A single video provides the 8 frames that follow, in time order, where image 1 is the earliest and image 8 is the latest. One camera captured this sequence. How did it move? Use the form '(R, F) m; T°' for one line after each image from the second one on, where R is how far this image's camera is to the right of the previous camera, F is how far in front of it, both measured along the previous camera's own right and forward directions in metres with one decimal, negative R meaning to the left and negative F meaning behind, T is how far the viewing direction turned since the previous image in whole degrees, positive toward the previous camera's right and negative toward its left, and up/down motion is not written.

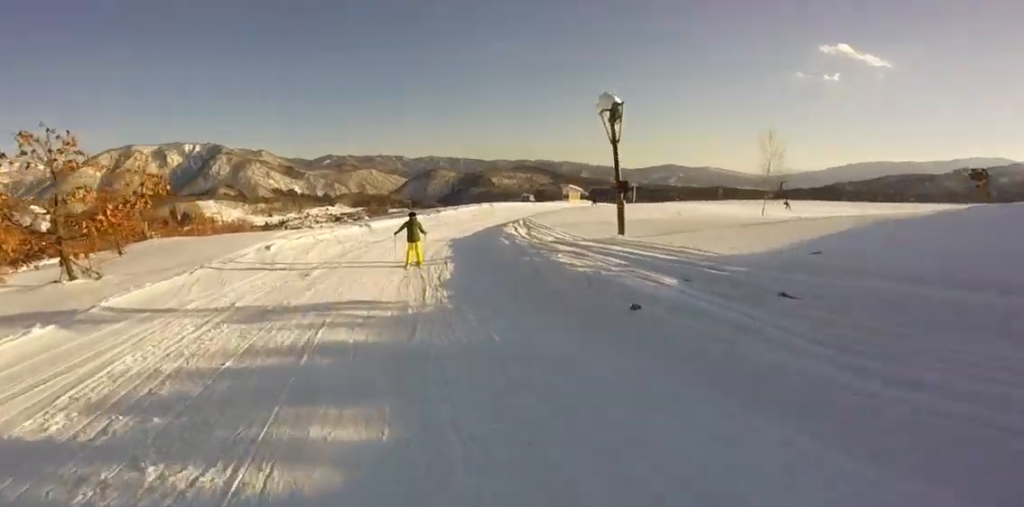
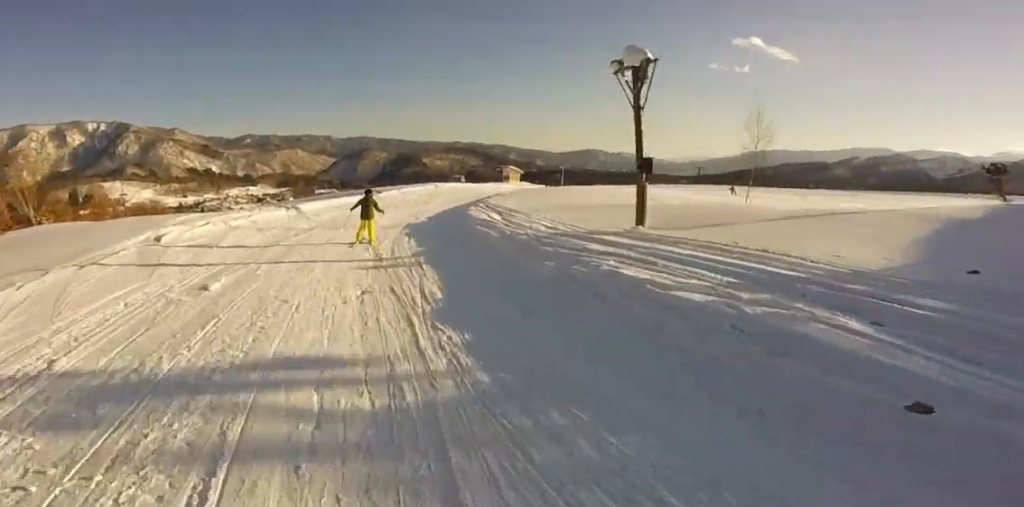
(-0.1, +4.0) m; +4°
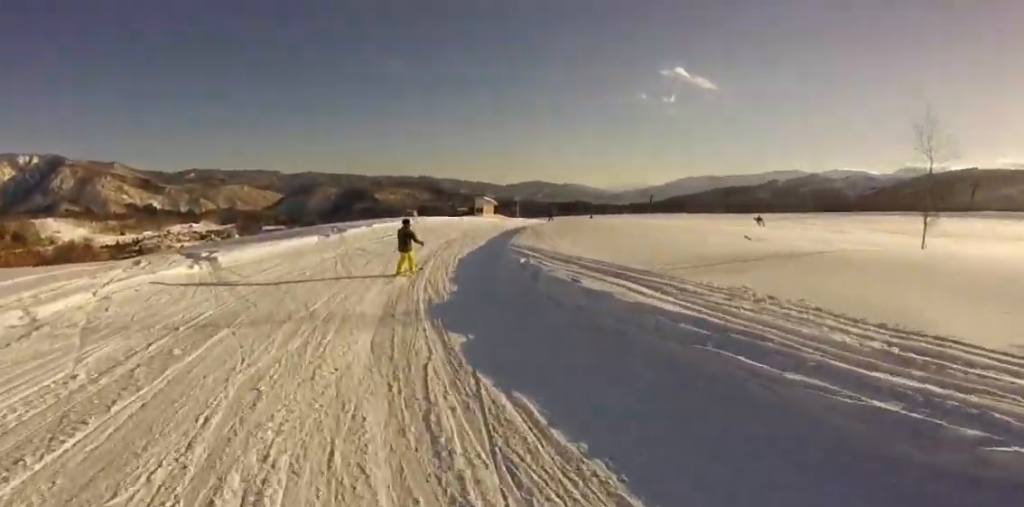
(+1.3, +8.8) m; +20°
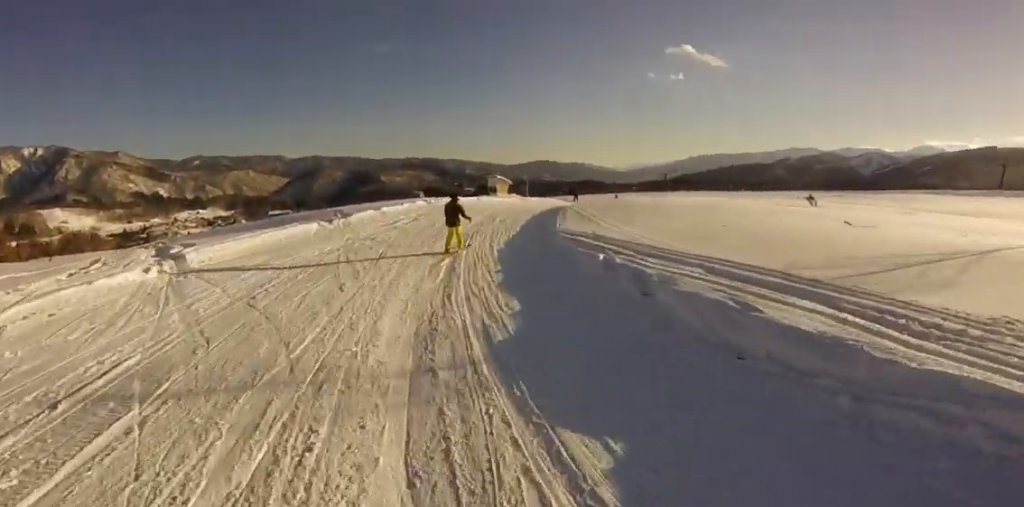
(+0.6, +3.0) m; 0°
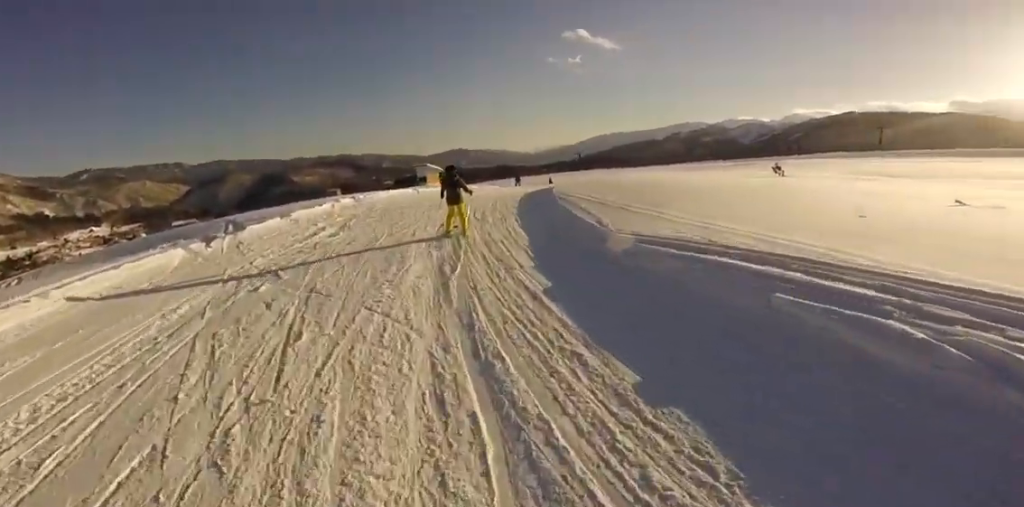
(0.0, +5.6) m; 0°
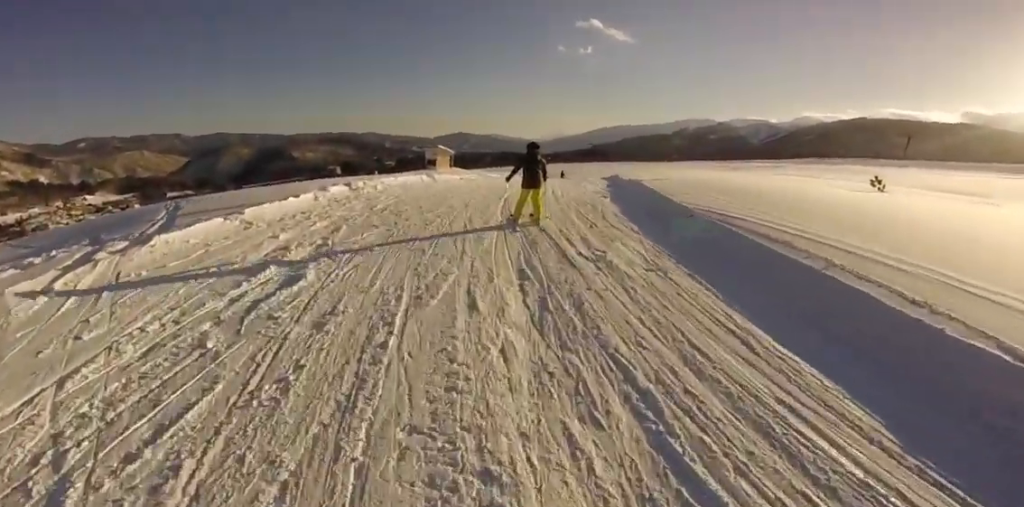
(-0.2, +5.7) m; +4°
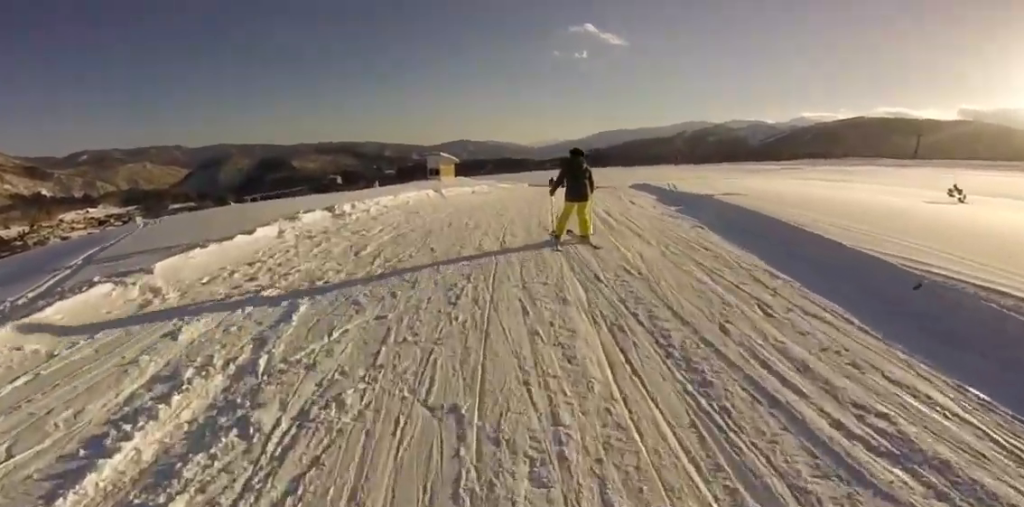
(+0.5, +3.9) m; +7°
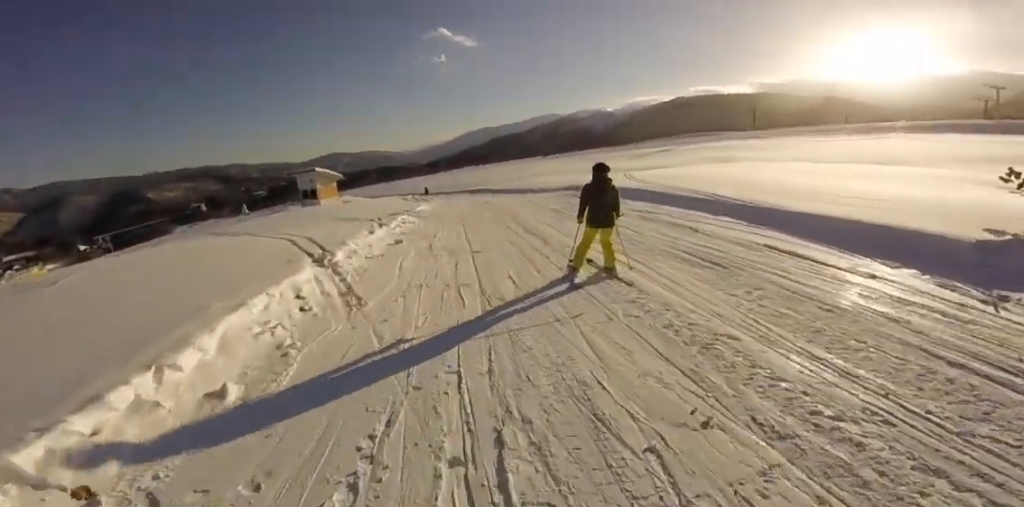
(+0.7, +10.2) m; +23°
